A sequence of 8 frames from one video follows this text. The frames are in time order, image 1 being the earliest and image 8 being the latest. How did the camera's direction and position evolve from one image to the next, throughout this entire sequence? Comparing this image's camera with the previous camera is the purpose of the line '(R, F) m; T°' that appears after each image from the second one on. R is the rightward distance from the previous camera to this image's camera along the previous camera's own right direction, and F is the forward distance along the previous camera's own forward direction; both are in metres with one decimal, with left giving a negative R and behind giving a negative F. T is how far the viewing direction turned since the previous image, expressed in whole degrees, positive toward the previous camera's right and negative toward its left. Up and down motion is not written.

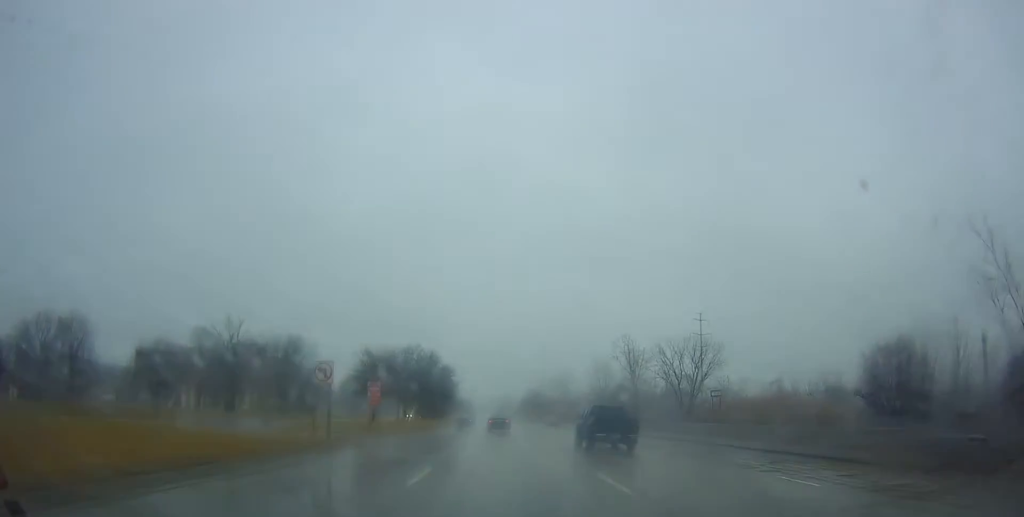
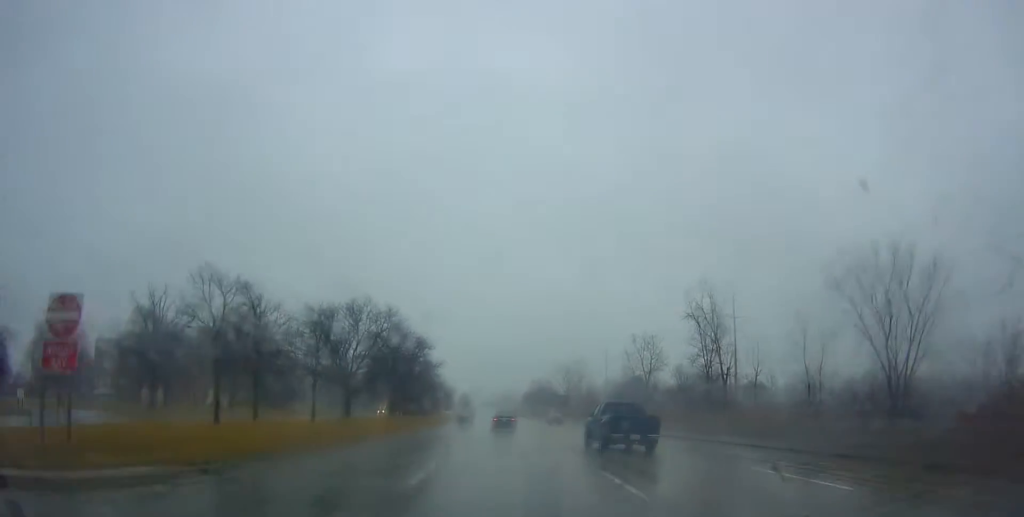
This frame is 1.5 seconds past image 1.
(+0.4, +30.8) m; +2°
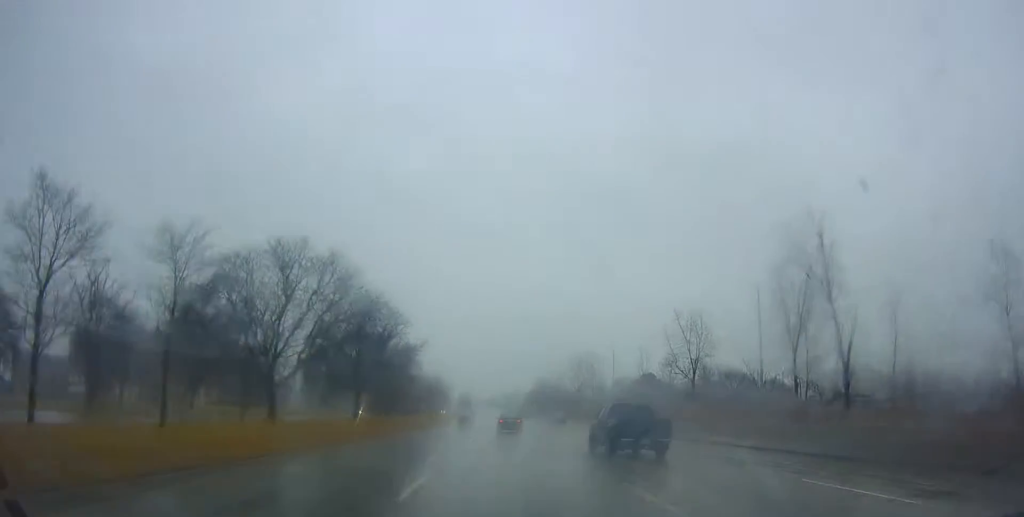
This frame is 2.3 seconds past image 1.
(+0.3, +17.7) m; 0°
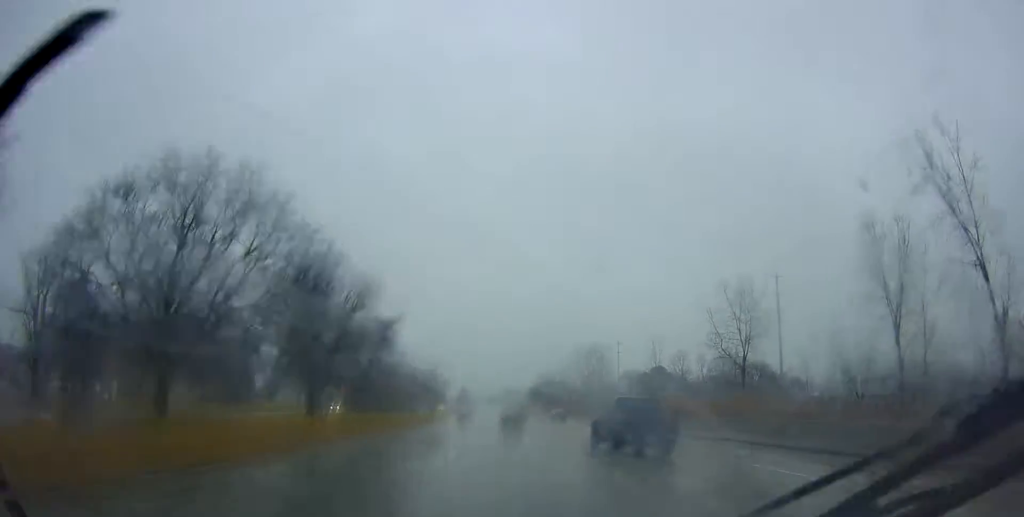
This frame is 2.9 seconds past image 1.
(+0.1, +12.1) m; -1°
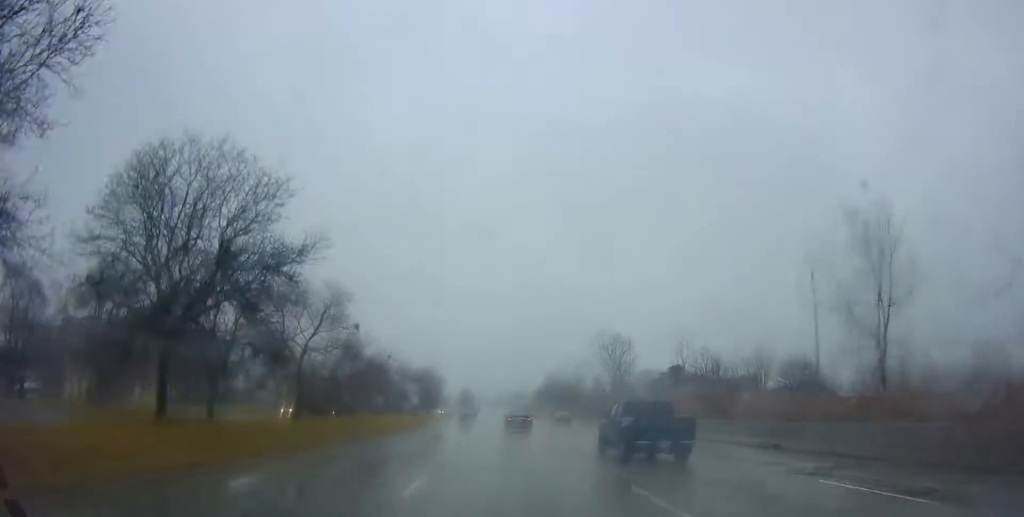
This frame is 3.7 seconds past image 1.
(-0.4, +18.0) m; -1°
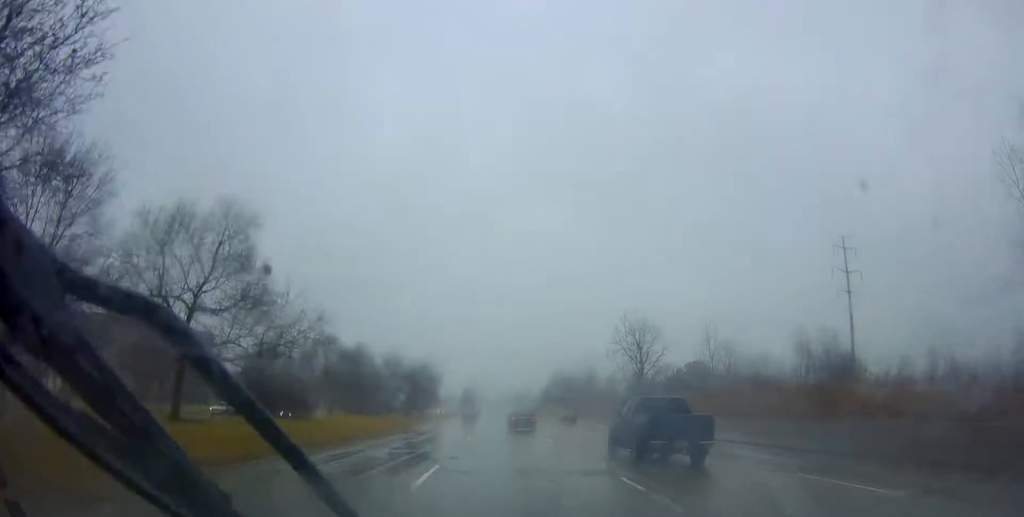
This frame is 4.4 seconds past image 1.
(-0.1, +14.4) m; 0°
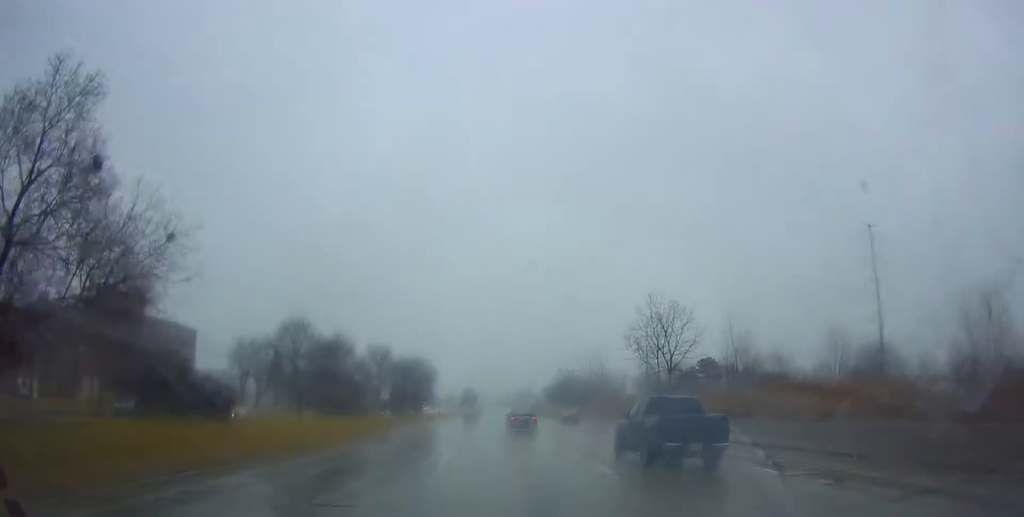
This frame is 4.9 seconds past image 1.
(0.0, +10.8) m; 0°
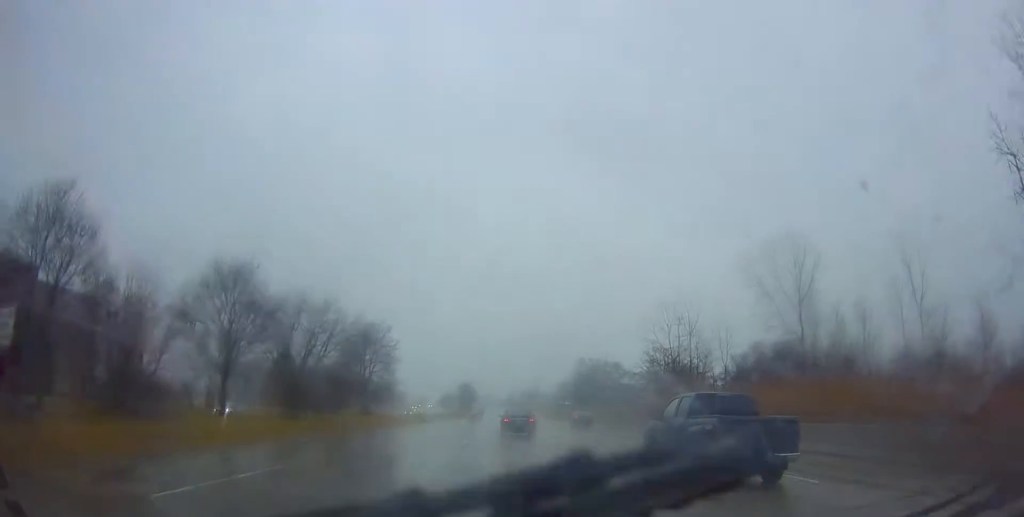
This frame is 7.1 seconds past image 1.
(-0.5, +47.8) m; -2°
